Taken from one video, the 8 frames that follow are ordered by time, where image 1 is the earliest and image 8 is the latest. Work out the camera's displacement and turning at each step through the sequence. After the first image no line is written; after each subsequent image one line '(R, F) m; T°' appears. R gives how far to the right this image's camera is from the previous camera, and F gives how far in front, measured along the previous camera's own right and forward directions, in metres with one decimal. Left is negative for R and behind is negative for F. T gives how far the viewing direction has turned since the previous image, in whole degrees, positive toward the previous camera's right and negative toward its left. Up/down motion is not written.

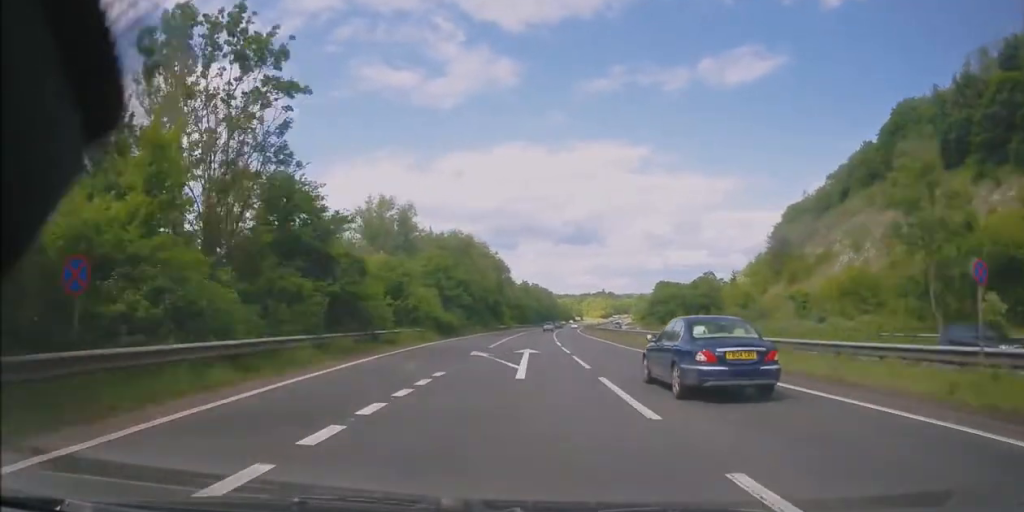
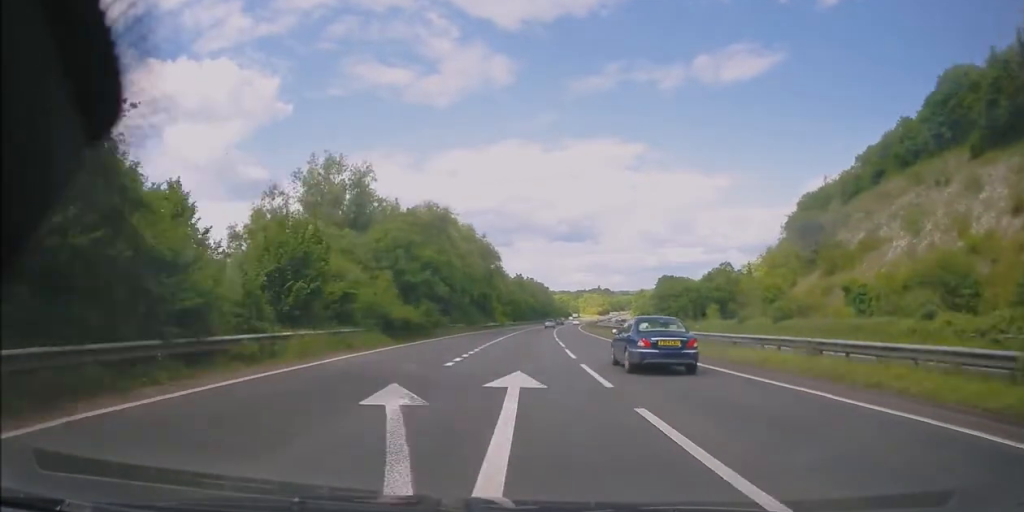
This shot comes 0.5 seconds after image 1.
(+0.1, +14.5) m; 0°
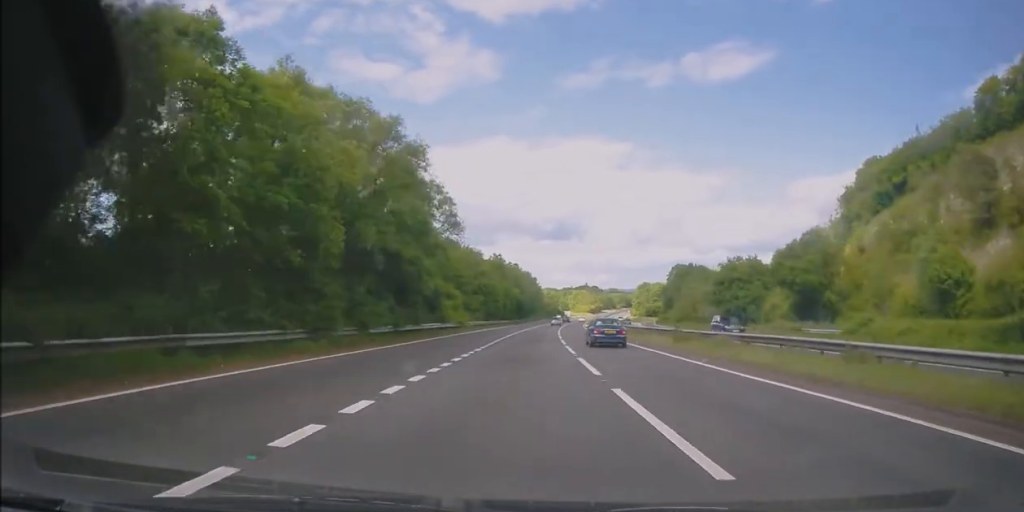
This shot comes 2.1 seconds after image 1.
(+0.4, +44.0) m; +2°
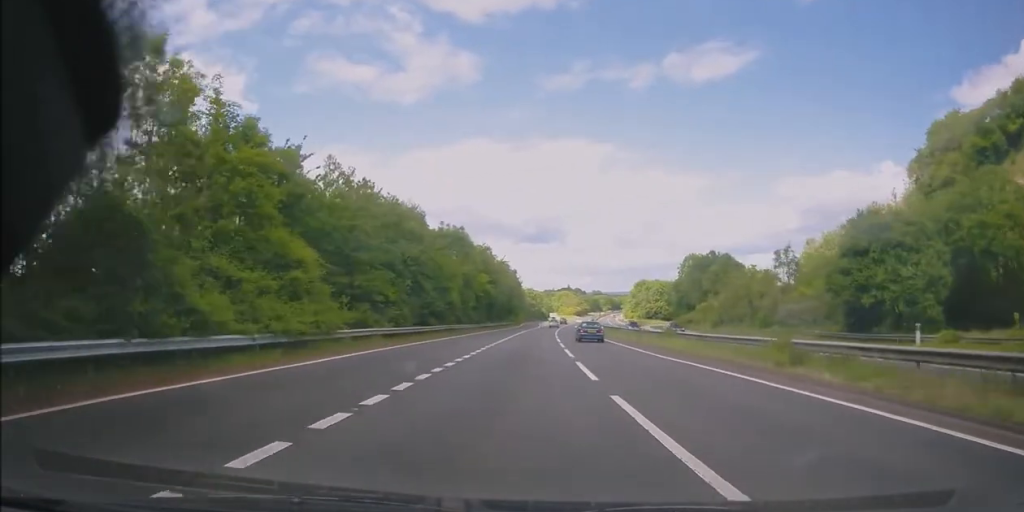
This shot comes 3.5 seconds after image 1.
(+0.8, +37.1) m; +2°
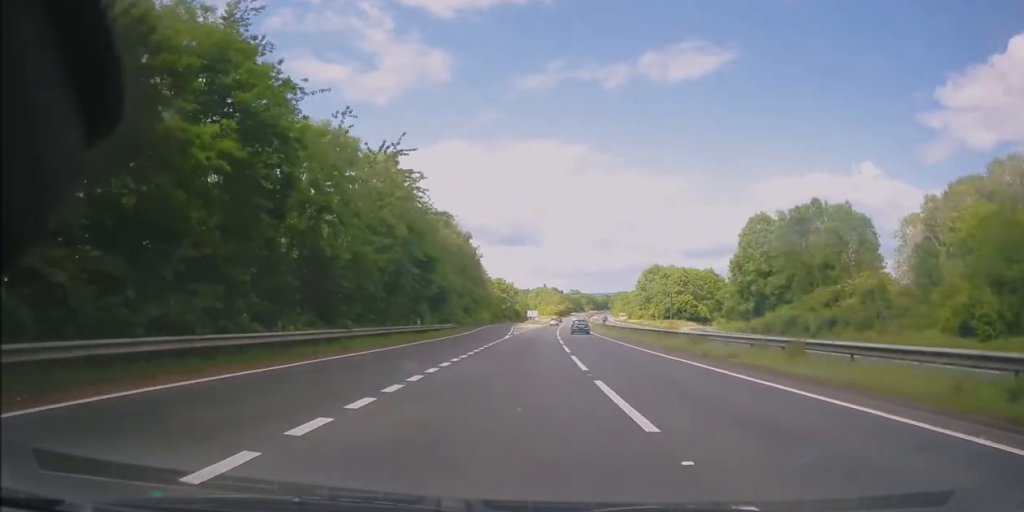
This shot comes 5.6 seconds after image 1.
(+1.0, +61.6) m; +3°
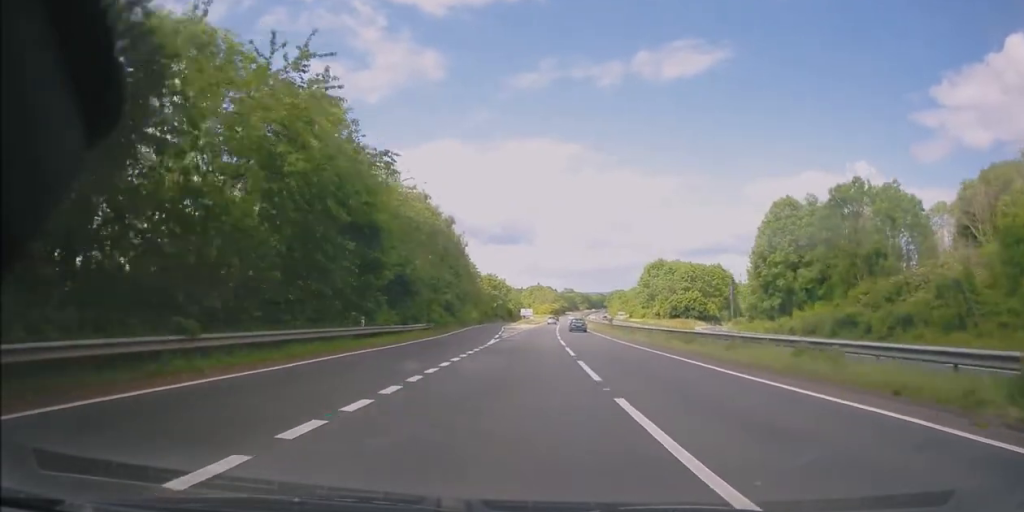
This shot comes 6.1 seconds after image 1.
(+0.2, +12.6) m; +1°
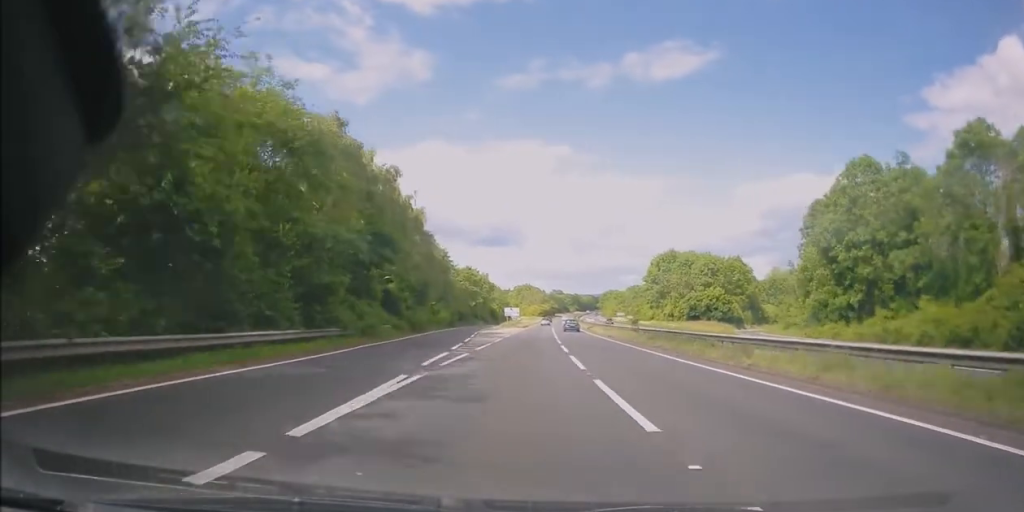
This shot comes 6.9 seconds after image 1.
(+0.3, +24.4) m; +1°
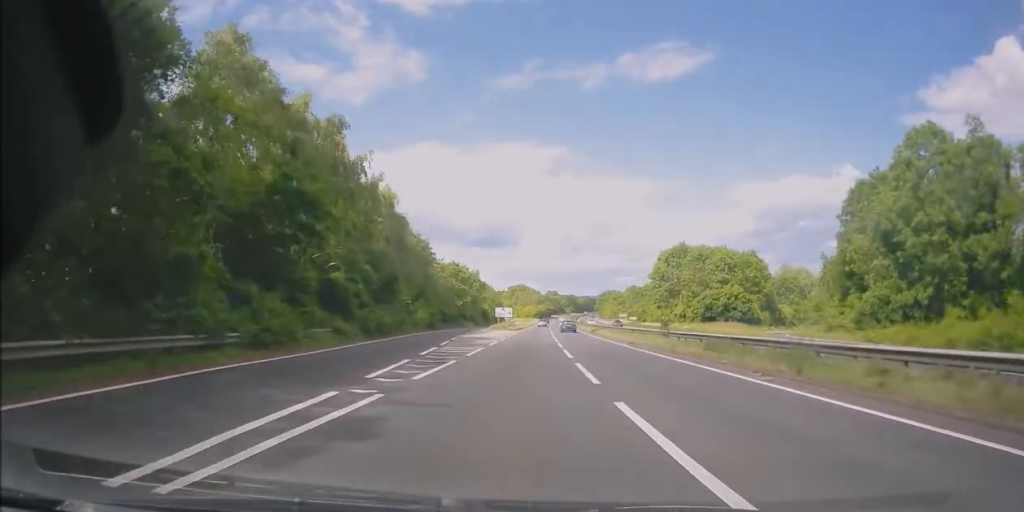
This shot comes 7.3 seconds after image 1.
(+0.1, +12.8) m; 0°
